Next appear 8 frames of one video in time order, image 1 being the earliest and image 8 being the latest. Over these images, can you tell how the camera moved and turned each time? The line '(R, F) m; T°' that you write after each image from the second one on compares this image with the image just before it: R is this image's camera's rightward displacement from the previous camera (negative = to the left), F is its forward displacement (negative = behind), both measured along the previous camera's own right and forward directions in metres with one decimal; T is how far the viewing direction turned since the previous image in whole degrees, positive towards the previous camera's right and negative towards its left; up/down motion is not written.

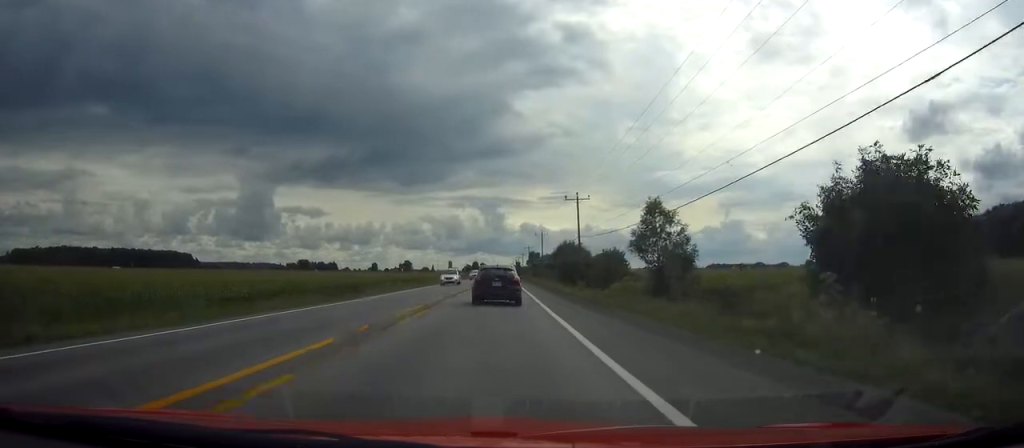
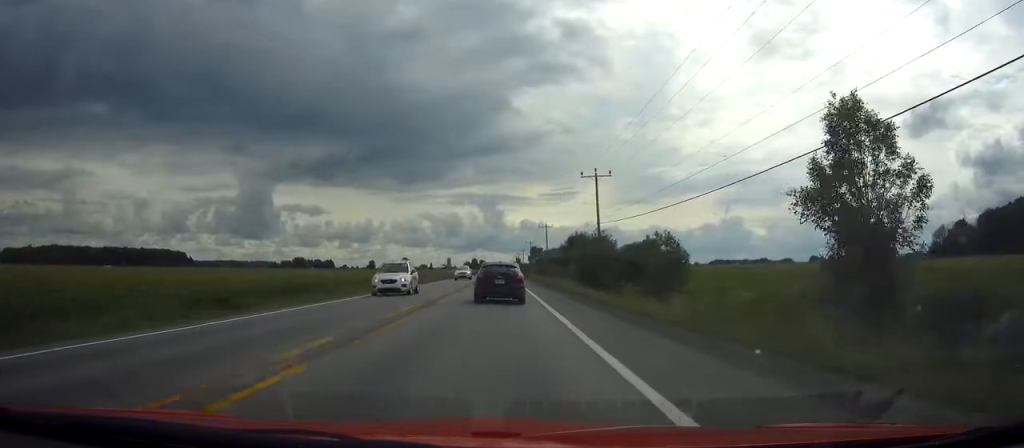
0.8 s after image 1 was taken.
(0.0, +17.6) m; 0°
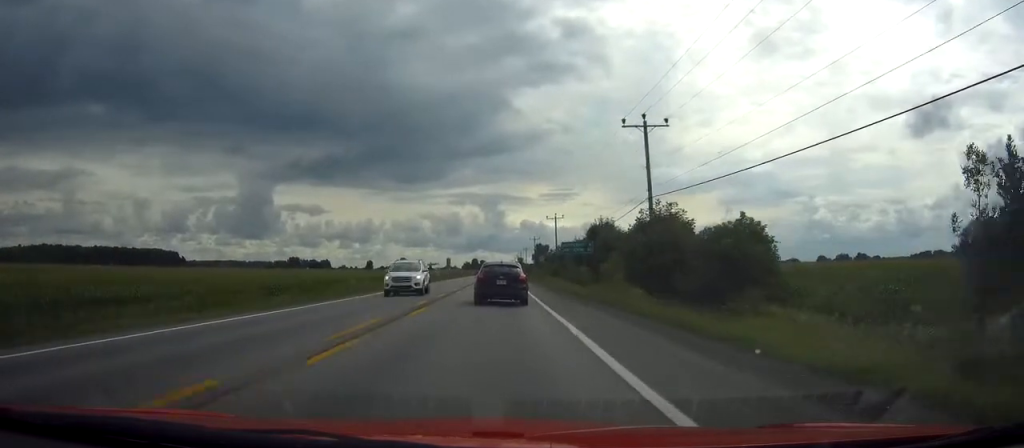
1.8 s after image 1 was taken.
(+0.1, +23.4) m; 0°
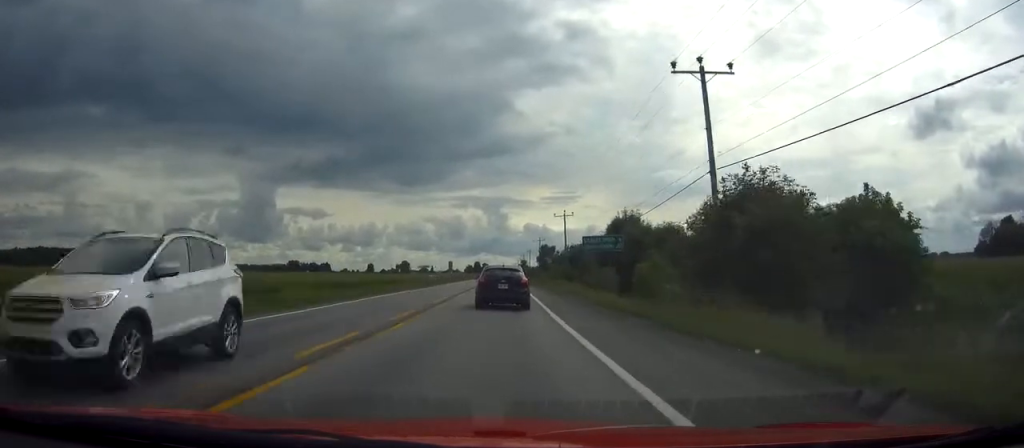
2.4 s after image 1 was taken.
(0.0, +12.7) m; 0°
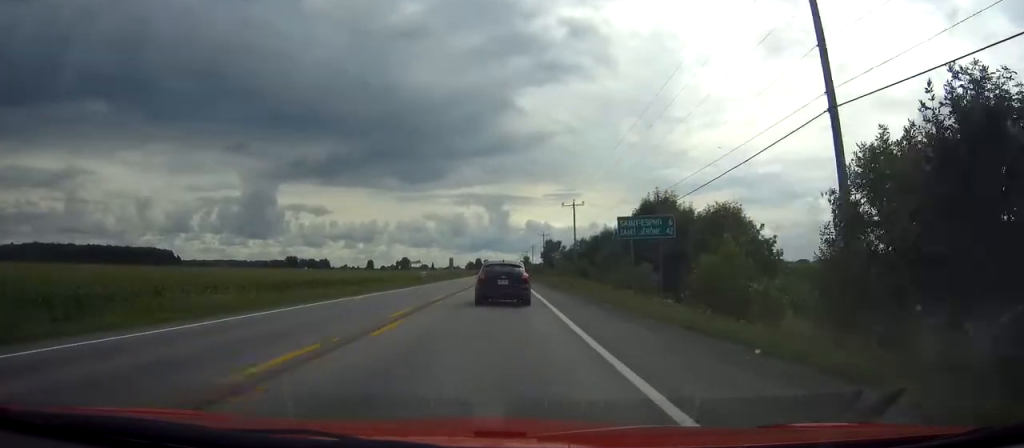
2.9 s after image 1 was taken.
(0.0, +11.9) m; 0°
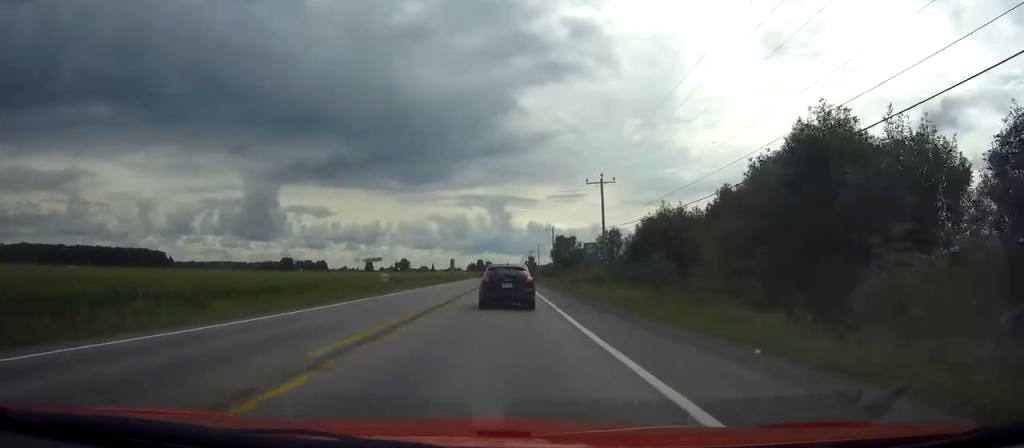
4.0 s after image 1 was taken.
(-0.1, +25.3) m; 0°
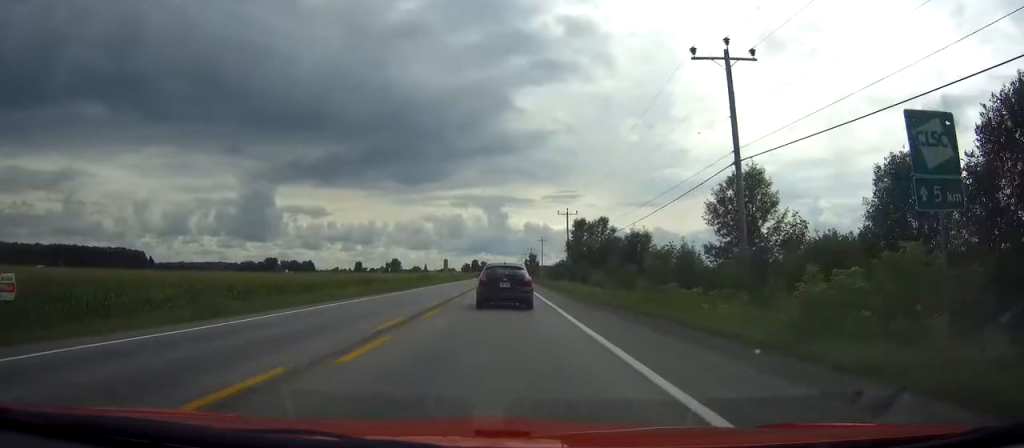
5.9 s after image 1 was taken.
(+0.1, +41.4) m; 0°
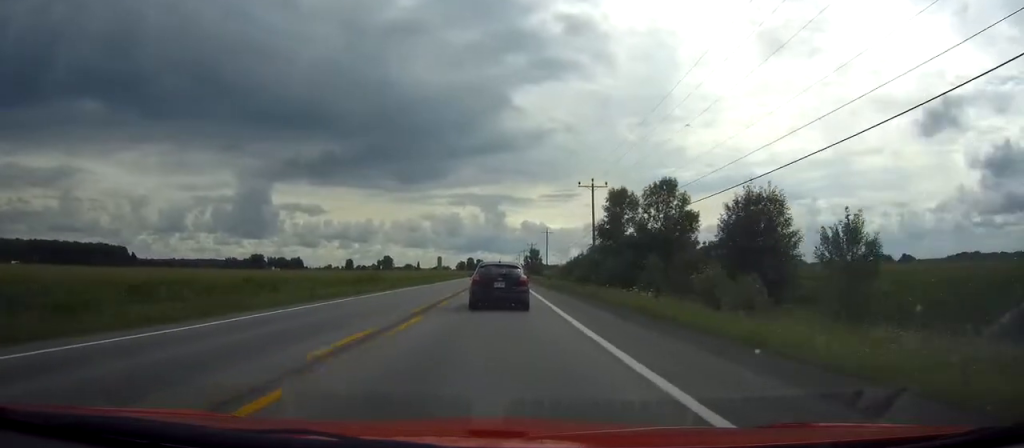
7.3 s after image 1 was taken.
(0.0, +32.0) m; 0°
